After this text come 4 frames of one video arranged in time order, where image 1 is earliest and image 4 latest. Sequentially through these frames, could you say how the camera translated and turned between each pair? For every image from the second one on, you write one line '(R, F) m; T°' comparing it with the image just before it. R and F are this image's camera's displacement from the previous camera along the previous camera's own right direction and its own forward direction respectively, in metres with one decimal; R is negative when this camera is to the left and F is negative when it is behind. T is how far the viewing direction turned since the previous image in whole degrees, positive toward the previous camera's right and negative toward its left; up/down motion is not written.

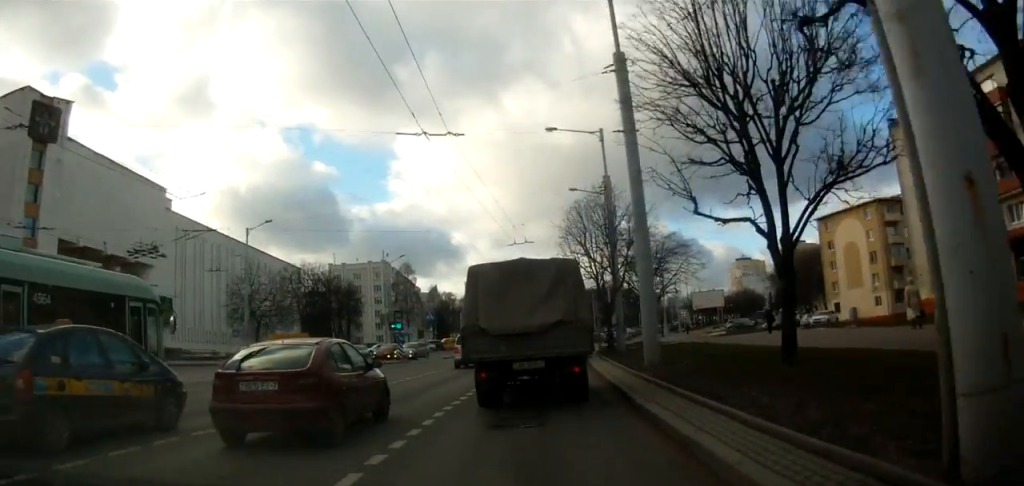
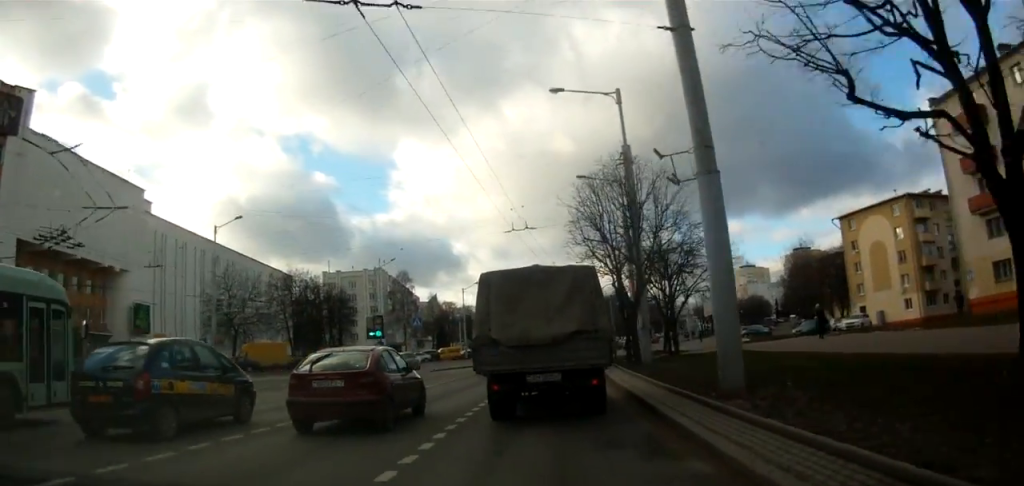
(0.0, +6.3) m; +1°
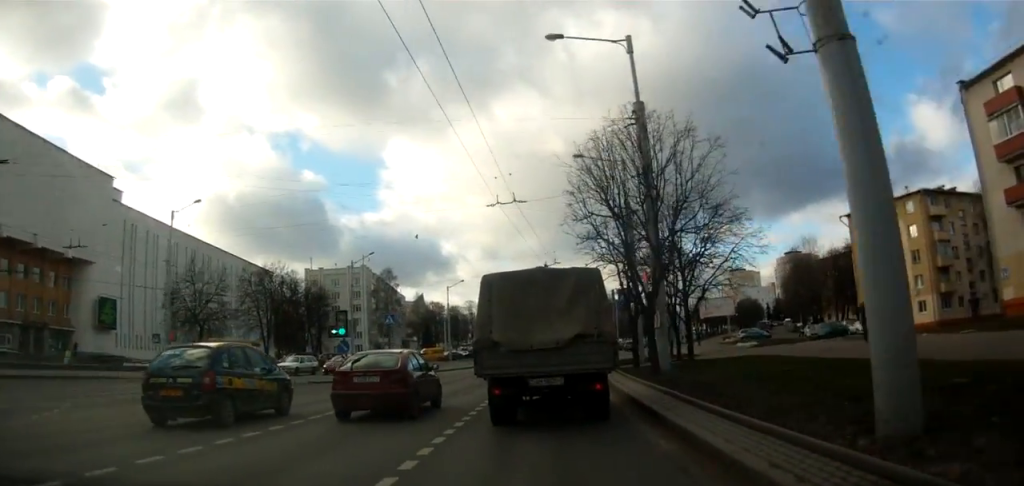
(0.0, +5.1) m; 0°
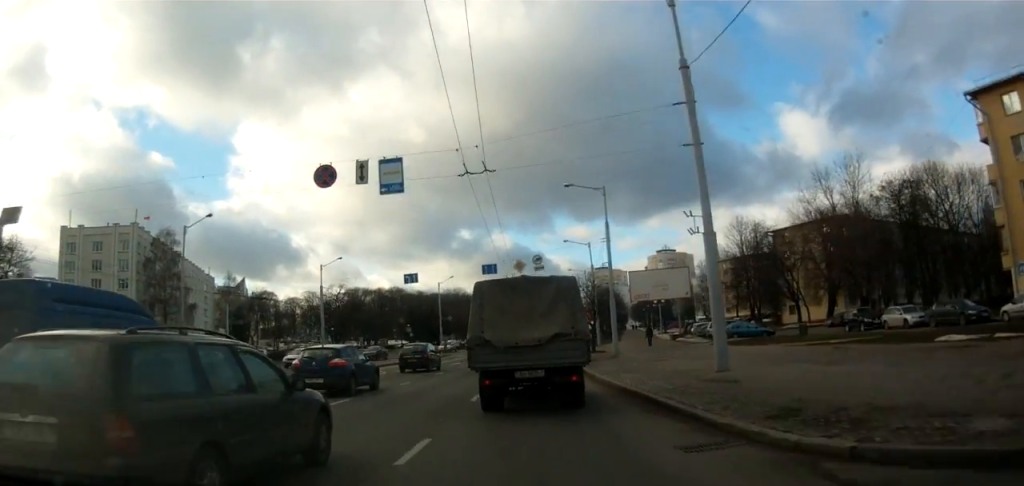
(+6.4, +46.0) m; +9°
